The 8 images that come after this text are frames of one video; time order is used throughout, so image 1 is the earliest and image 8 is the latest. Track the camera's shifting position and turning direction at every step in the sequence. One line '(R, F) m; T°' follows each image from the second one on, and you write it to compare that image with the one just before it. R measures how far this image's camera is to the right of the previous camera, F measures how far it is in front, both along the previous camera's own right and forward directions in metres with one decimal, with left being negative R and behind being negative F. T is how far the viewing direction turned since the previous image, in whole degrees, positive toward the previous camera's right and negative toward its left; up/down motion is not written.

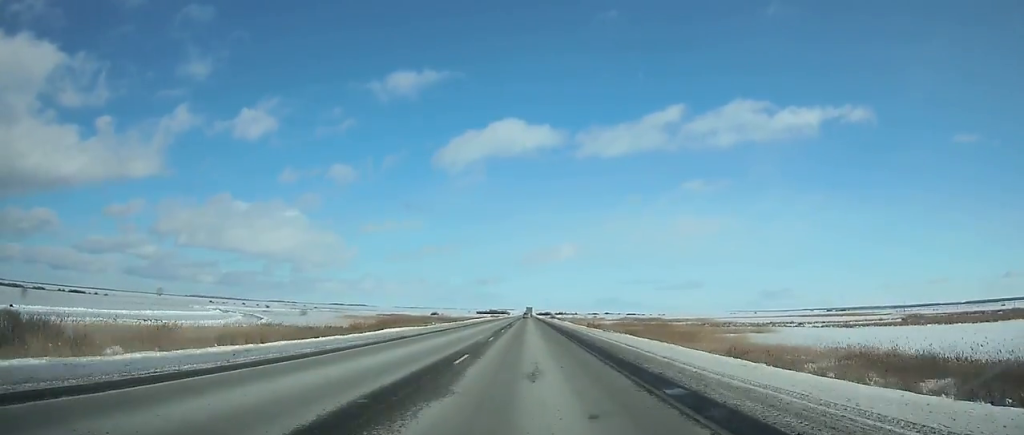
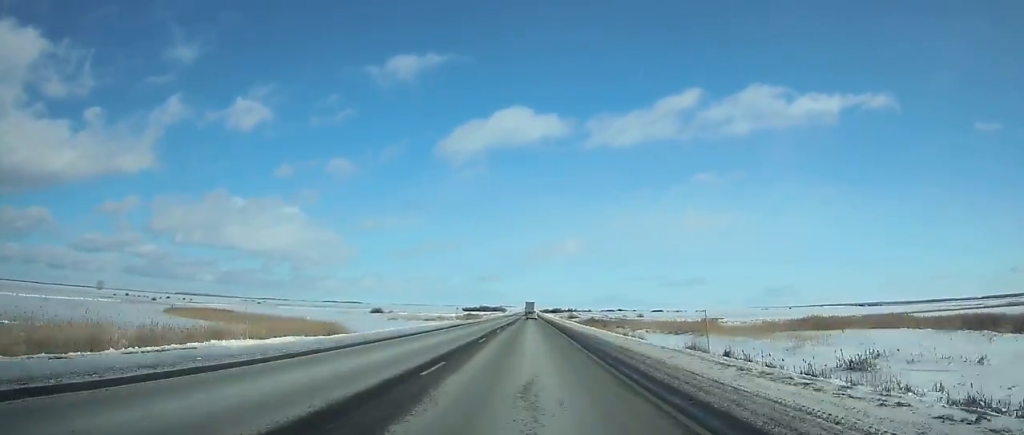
(-0.3, +195.7) m; 0°
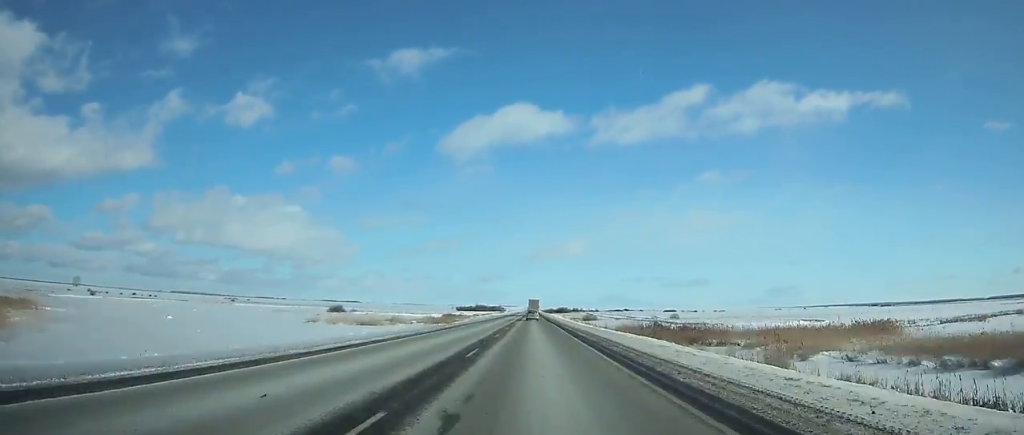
(+0.1, +67.9) m; 0°
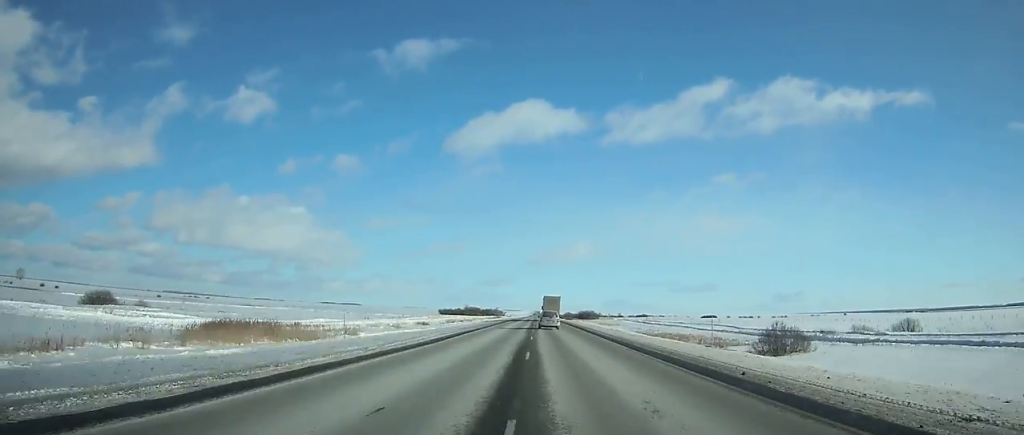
(-0.4, +141.2) m; -1°
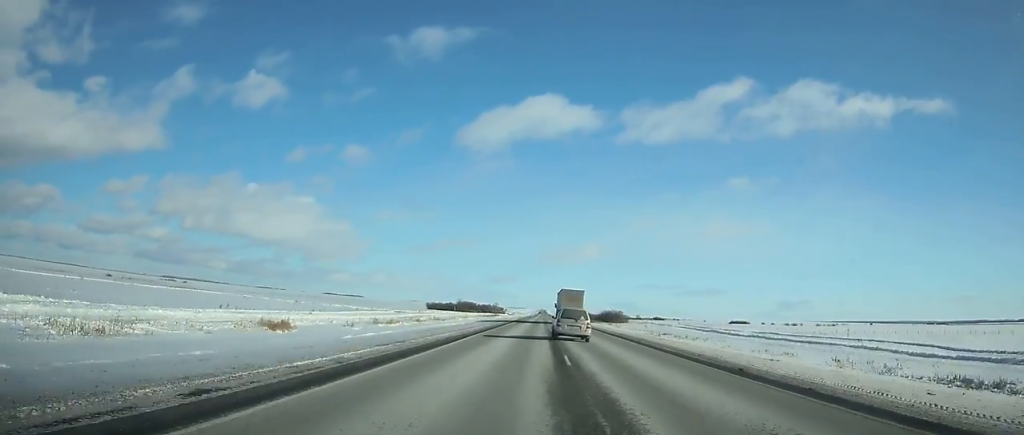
(-0.4, +66.9) m; 0°
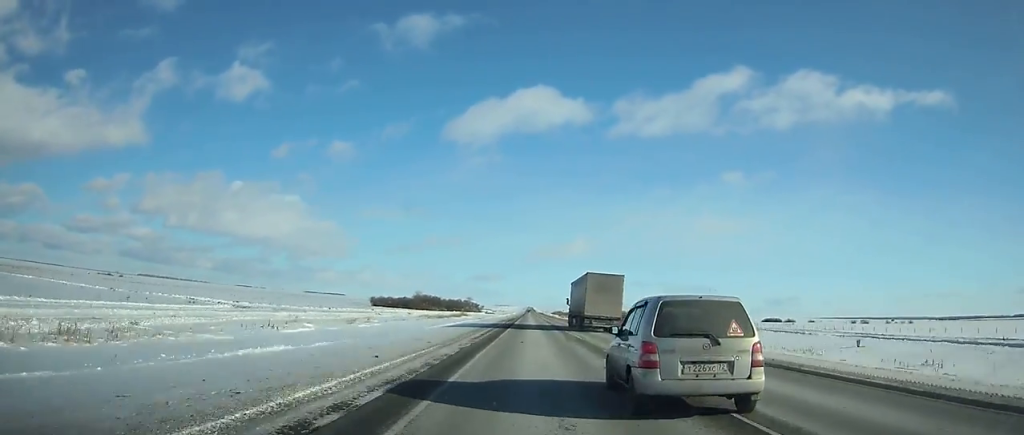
(+0.5, +98.1) m; +2°
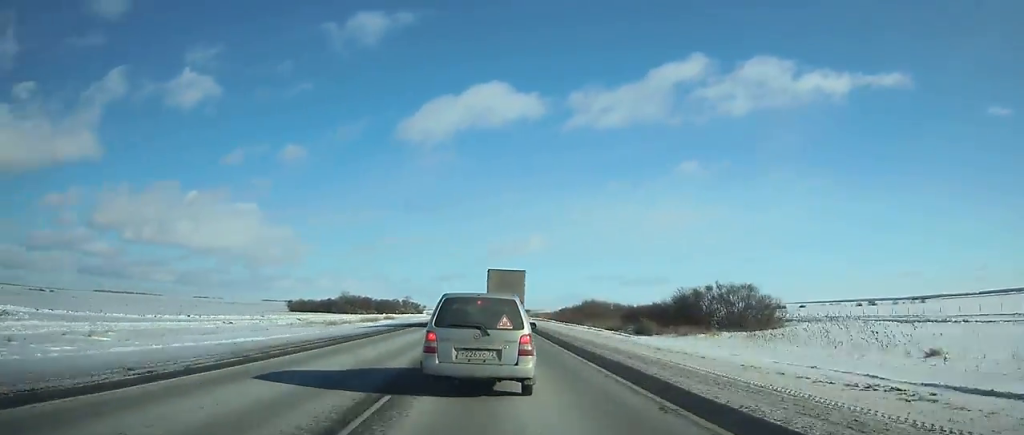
(+0.9, +50.4) m; 0°
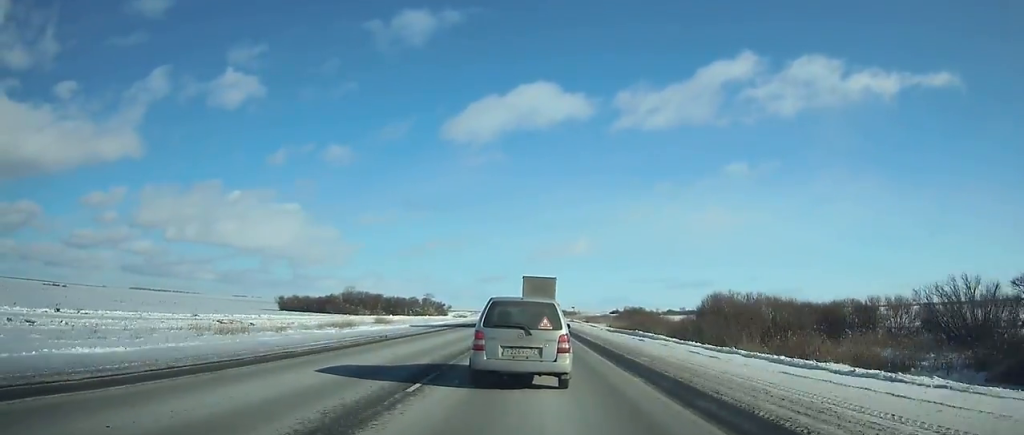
(+0.2, +48.3) m; -1°
